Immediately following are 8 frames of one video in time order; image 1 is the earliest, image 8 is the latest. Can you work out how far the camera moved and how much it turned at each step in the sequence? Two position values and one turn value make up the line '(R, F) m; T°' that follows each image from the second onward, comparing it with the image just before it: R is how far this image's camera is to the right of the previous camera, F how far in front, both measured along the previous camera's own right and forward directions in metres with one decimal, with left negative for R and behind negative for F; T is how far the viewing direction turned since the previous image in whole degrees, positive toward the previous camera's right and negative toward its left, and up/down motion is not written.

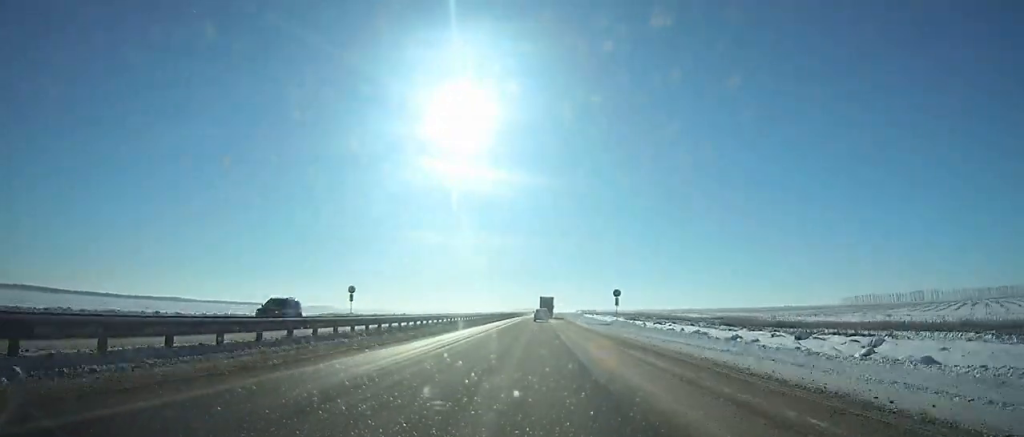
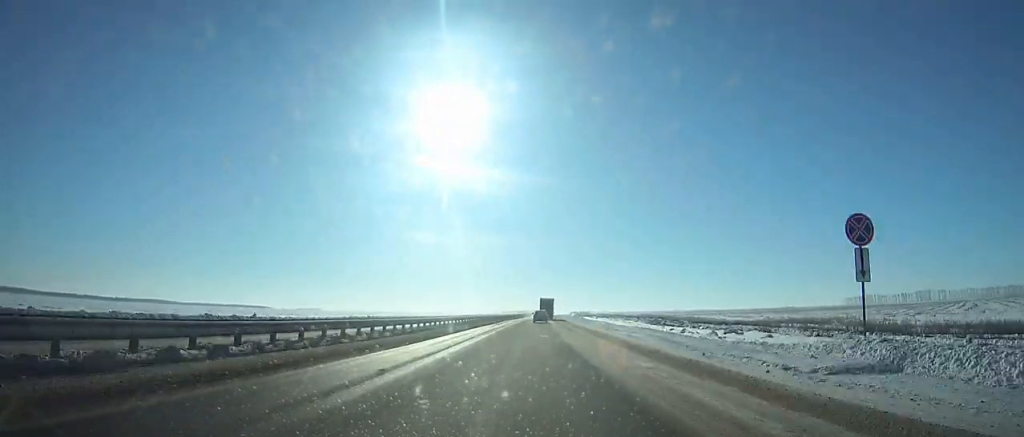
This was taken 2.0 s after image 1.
(+0.6, +50.0) m; +1°
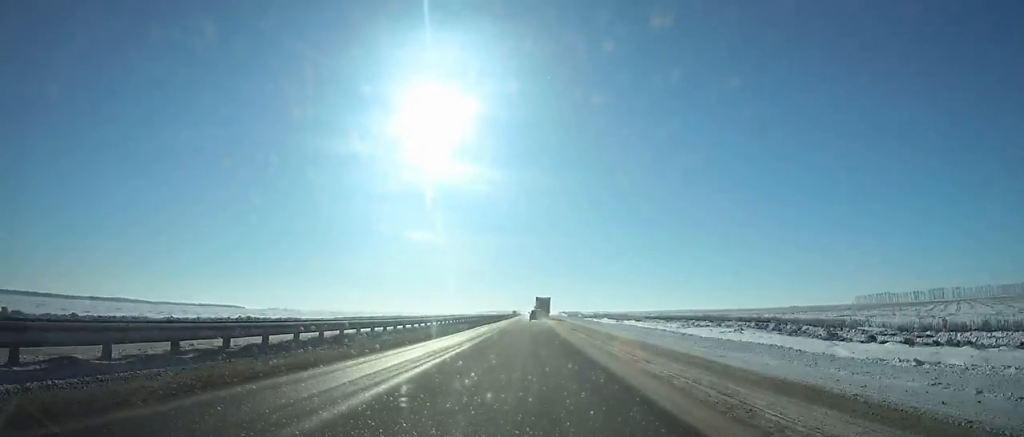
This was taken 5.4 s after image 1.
(+1.1, +83.9) m; +2°
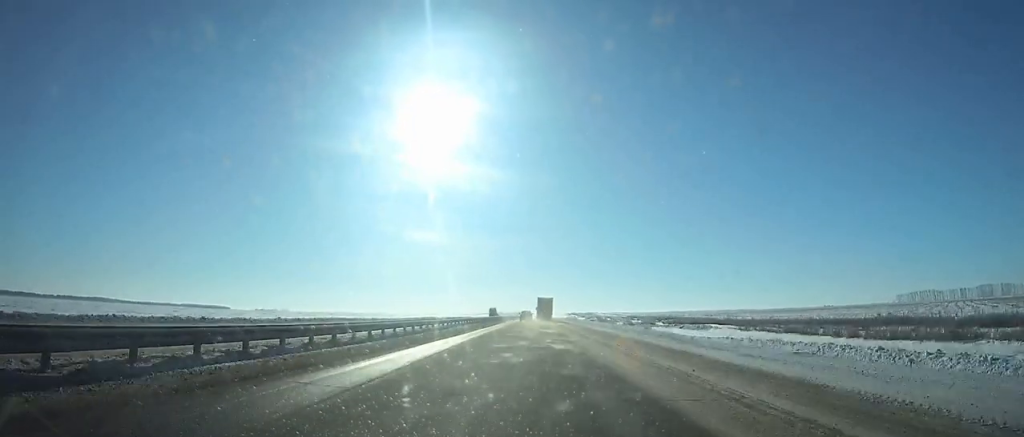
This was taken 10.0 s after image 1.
(+1.5, +116.0) m; +1°
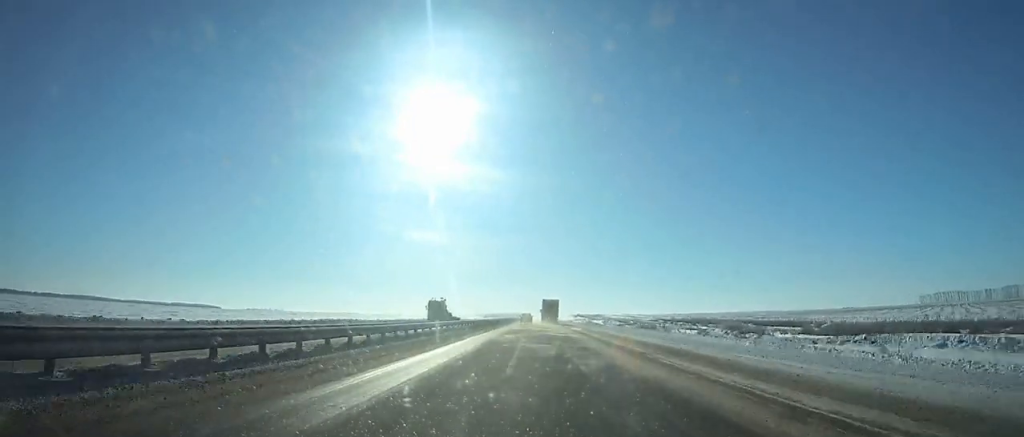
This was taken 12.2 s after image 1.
(-0.1, +57.3) m; 0°
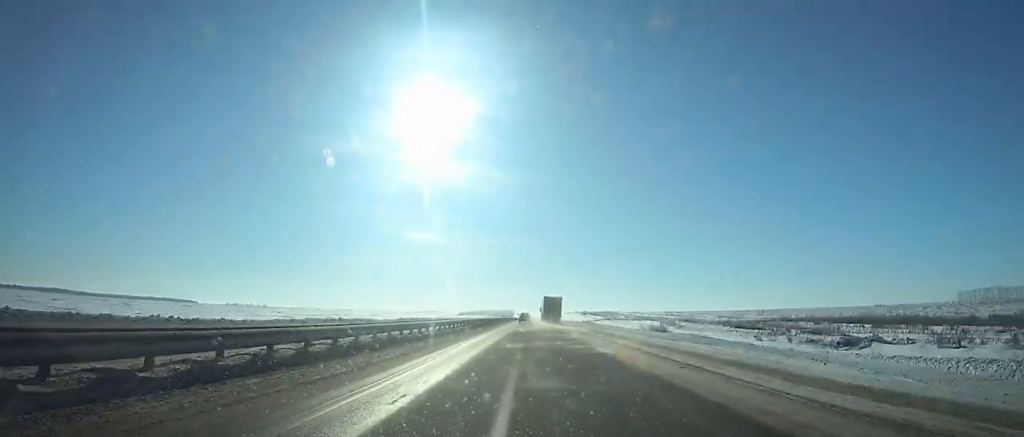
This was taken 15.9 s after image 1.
(0.0, +99.3) m; 0°
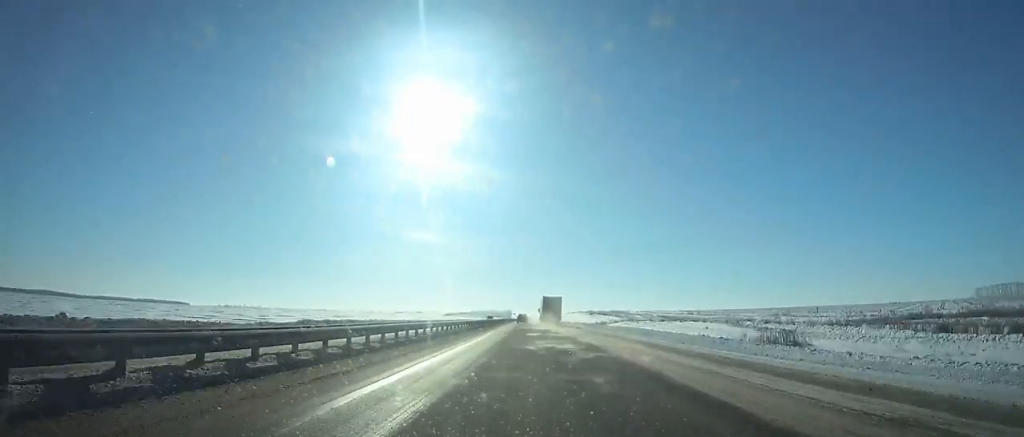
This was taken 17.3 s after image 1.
(+0.1, +38.3) m; 0°
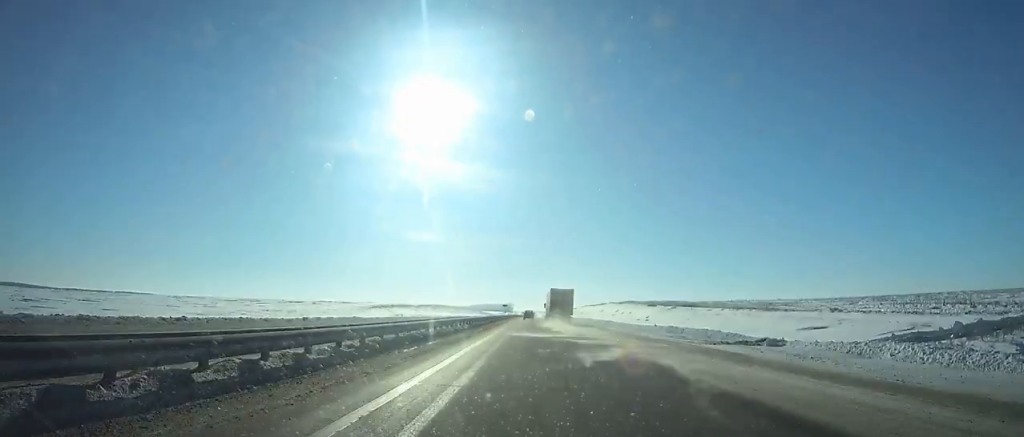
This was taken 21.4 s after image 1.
(-0.1, +113.9) m; 0°
